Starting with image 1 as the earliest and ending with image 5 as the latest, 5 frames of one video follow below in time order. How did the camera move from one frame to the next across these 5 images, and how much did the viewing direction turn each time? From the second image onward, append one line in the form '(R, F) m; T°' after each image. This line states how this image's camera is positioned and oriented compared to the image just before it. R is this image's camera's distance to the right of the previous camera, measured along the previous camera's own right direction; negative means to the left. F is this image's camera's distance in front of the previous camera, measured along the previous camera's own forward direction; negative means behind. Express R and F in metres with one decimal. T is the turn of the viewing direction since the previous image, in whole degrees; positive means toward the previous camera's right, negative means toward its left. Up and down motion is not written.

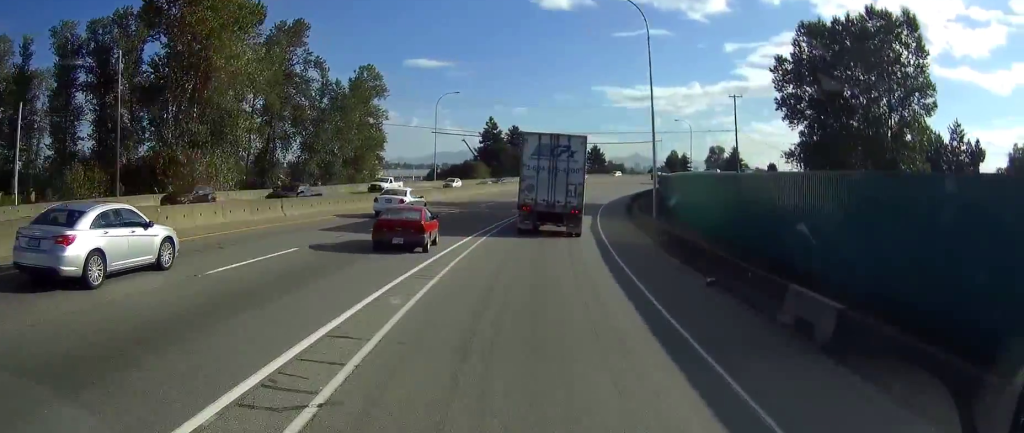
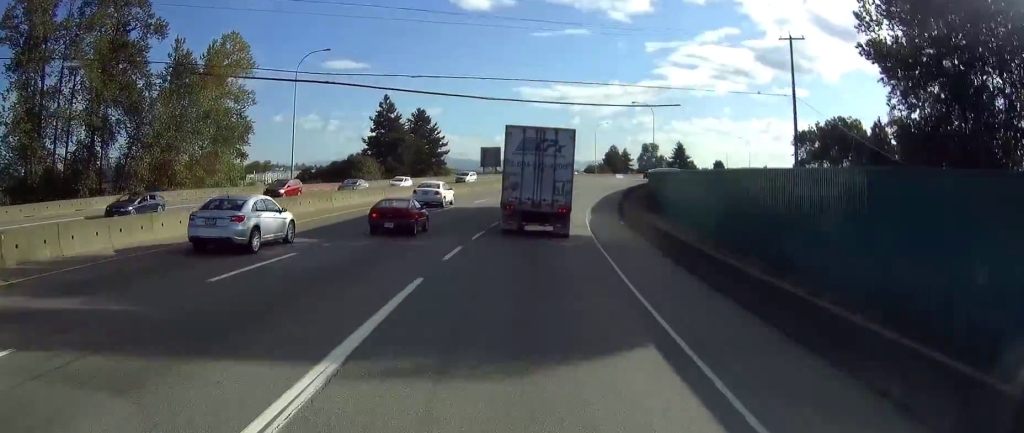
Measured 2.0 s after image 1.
(+1.9, +39.9) m; +6°
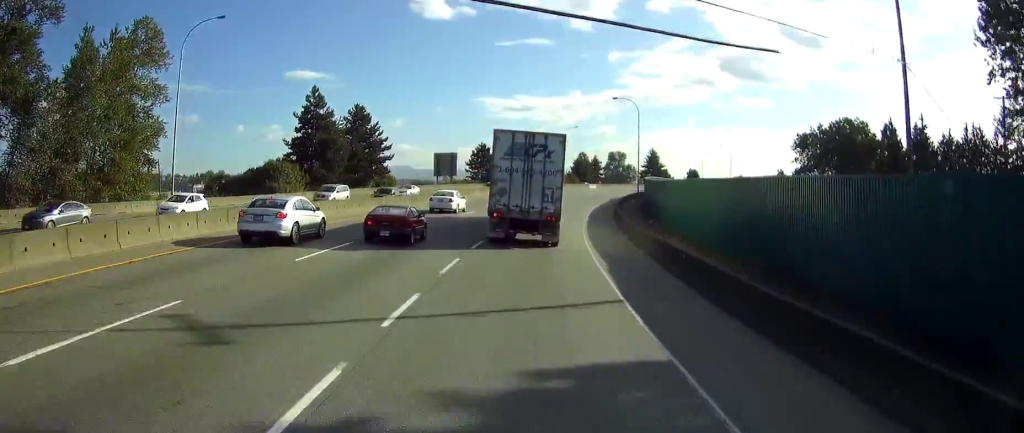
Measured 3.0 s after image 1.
(+0.5, +20.9) m; +2°
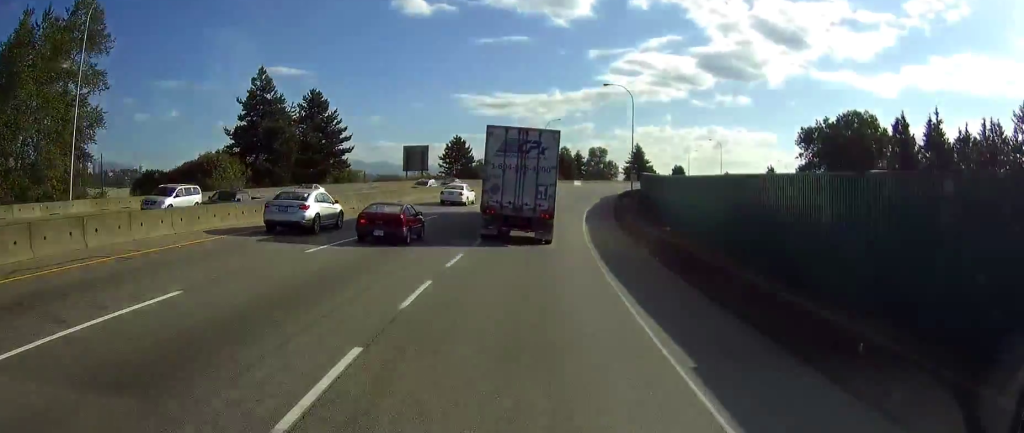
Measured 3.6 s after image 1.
(0.0, +12.6) m; +1°
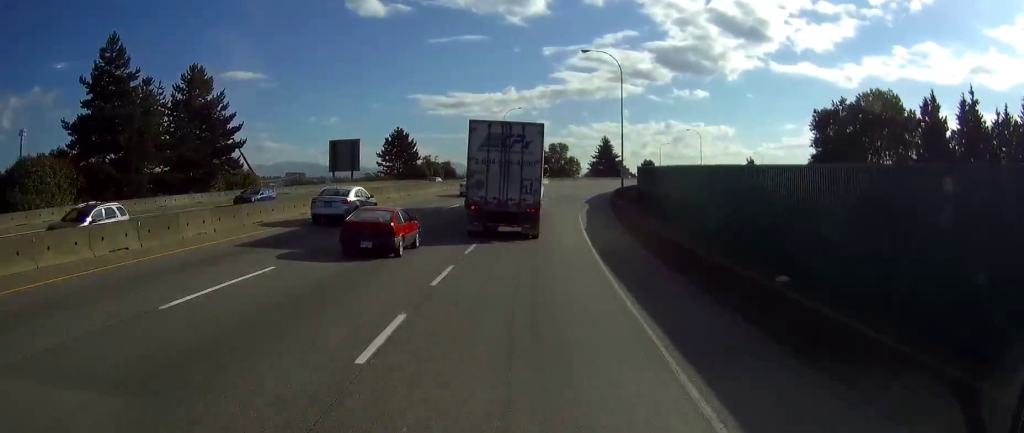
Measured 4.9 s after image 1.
(+0.5, +24.1) m; +3°
